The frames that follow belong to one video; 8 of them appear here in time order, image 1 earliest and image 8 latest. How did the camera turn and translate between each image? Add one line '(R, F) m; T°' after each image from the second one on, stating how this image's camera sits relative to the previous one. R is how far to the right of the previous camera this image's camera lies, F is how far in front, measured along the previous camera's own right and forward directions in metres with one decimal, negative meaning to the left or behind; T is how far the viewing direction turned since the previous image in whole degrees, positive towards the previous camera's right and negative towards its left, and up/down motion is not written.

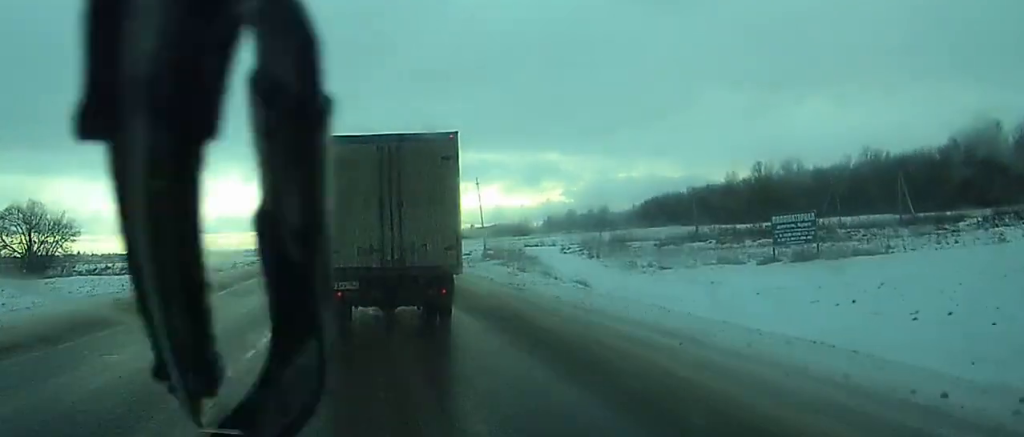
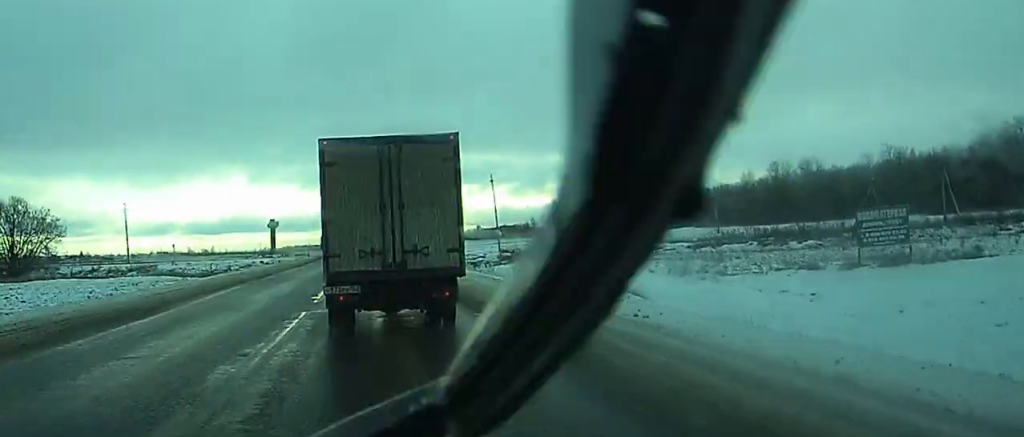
(0.0, +10.2) m; 0°
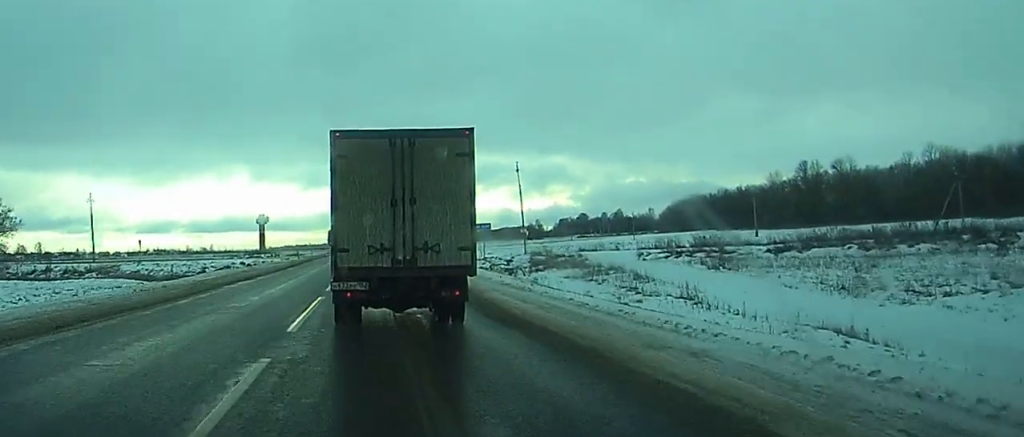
(-0.1, +20.2) m; 0°
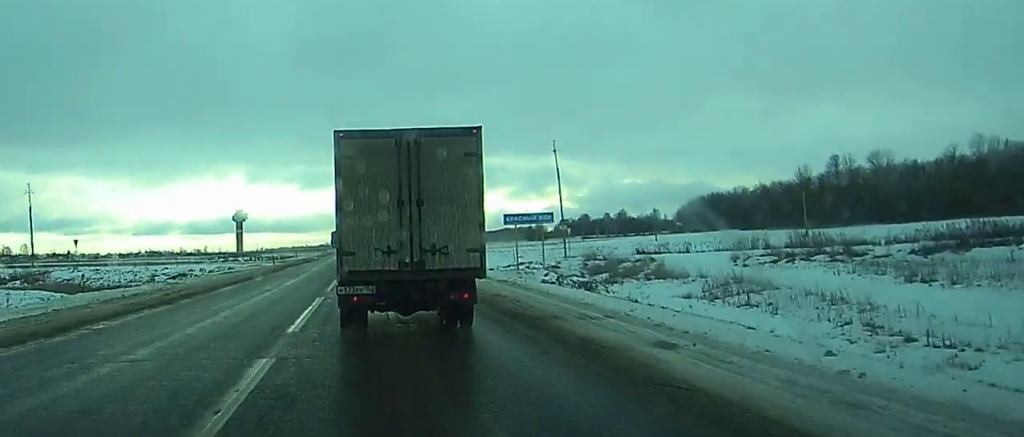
(0.0, +23.4) m; 0°
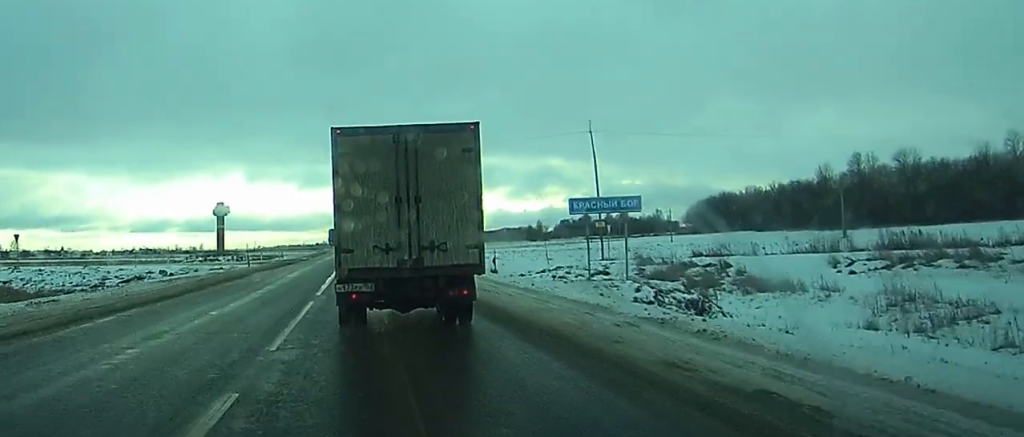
(0.0, +14.6) m; 0°
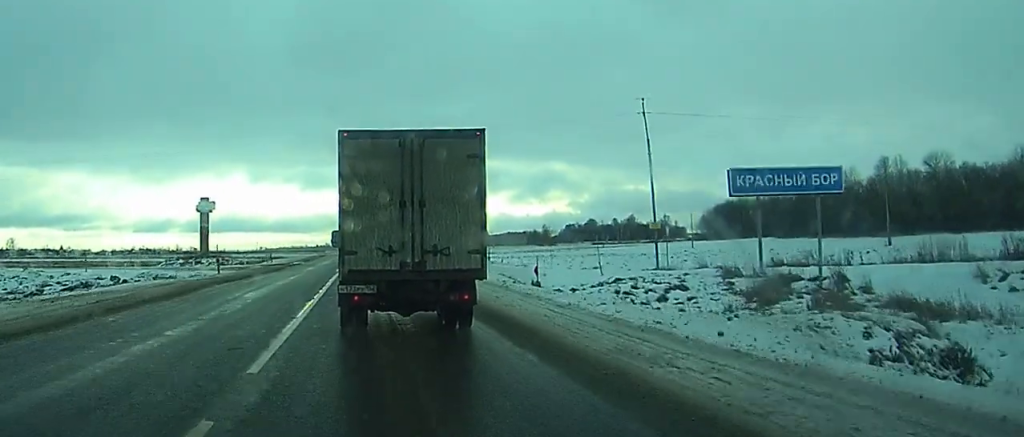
(0.0, +13.2) m; 0°
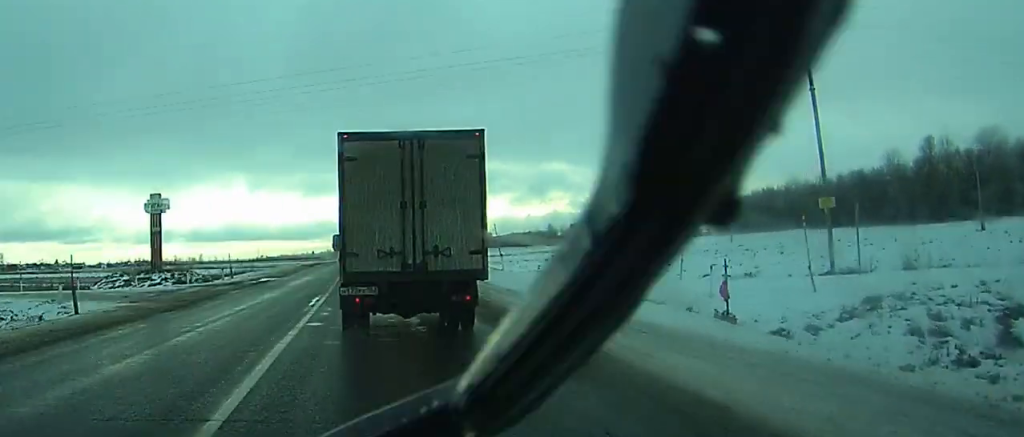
(0.0, +23.1) m; 0°
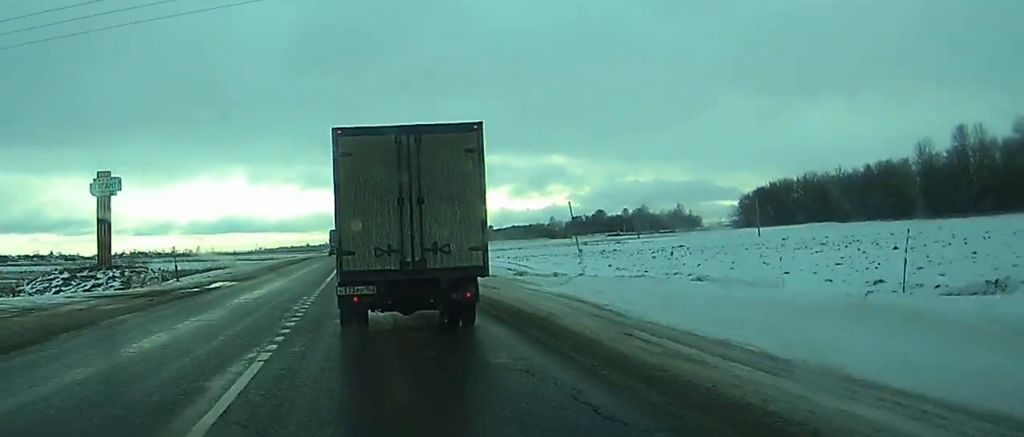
(0.0, +14.6) m; 0°
